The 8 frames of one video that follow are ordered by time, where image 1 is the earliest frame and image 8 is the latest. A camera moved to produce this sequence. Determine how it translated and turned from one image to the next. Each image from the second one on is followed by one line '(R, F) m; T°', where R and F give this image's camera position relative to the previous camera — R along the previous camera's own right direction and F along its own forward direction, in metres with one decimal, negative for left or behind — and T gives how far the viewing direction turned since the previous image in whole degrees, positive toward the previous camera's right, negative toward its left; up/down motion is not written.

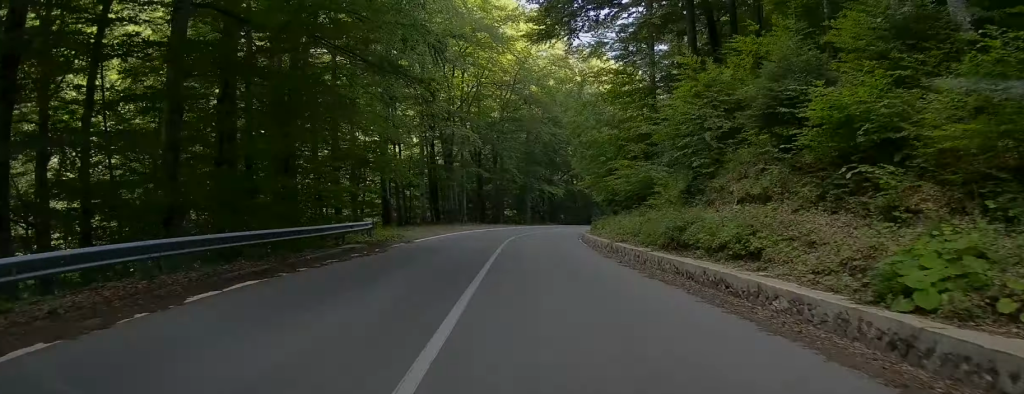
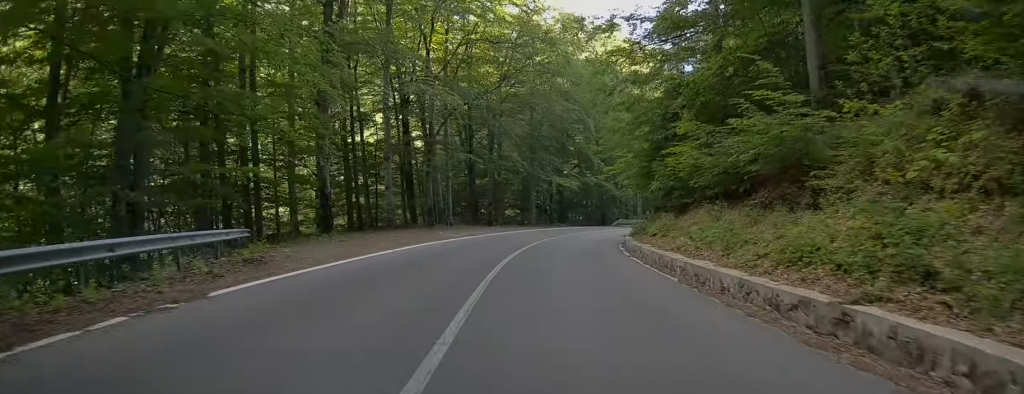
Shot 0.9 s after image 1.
(-0.5, +16.8) m; -3°
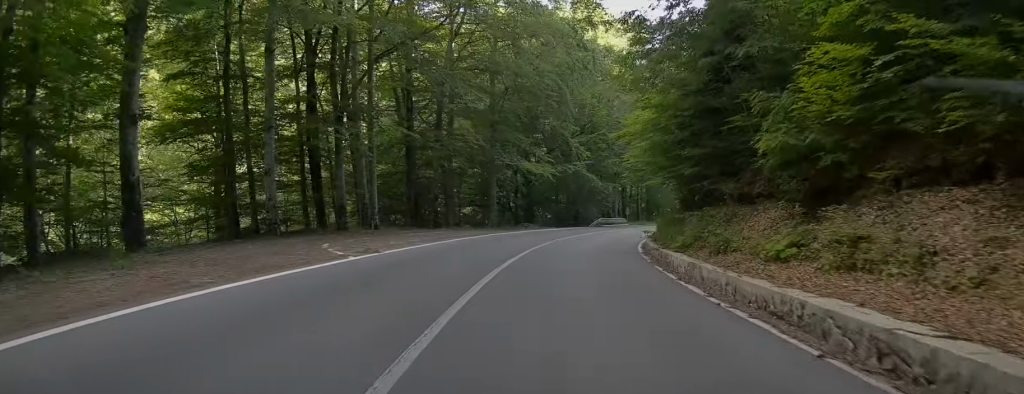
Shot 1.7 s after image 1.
(-0.4, +15.5) m; 0°
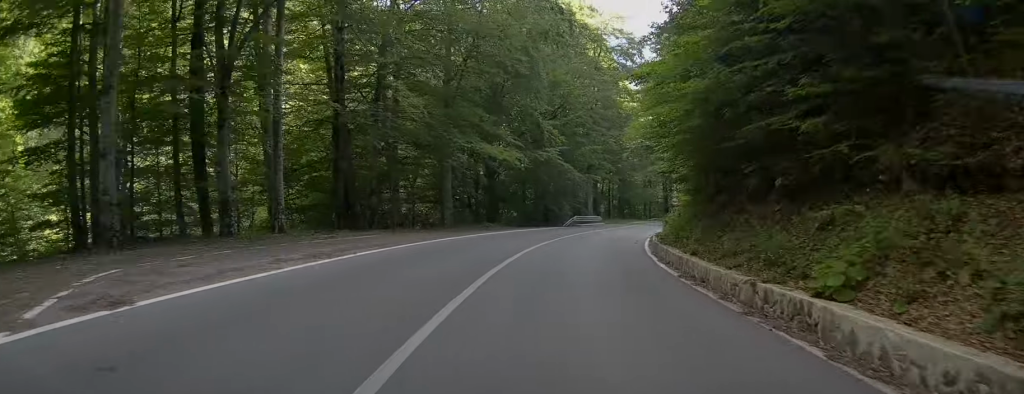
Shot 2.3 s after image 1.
(-0.2, +9.9) m; +1°
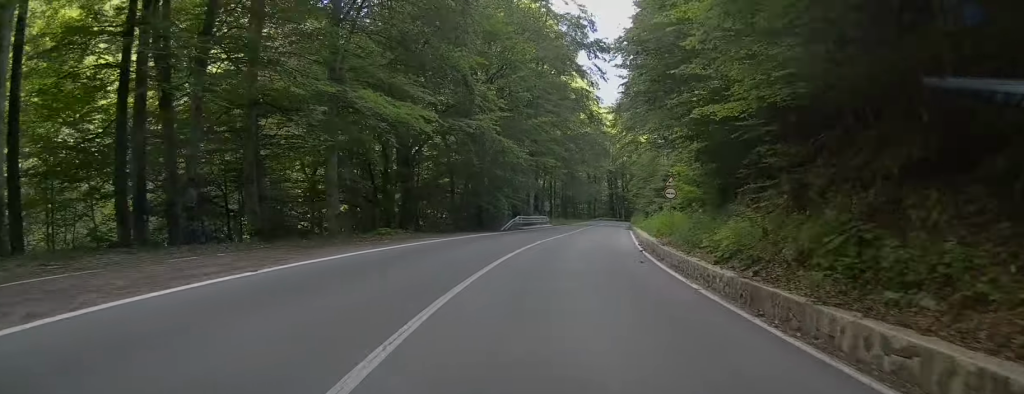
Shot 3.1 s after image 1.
(+0.5, +14.9) m; +2°
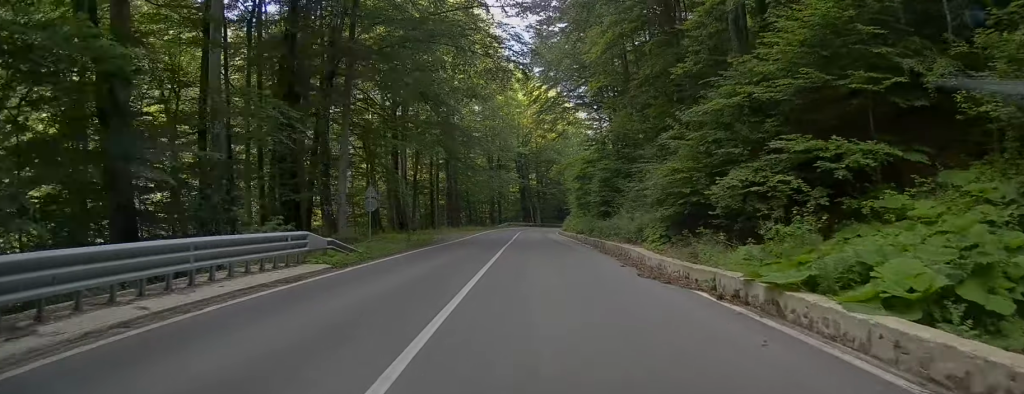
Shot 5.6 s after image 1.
(+3.6, +47.3) m; +8°
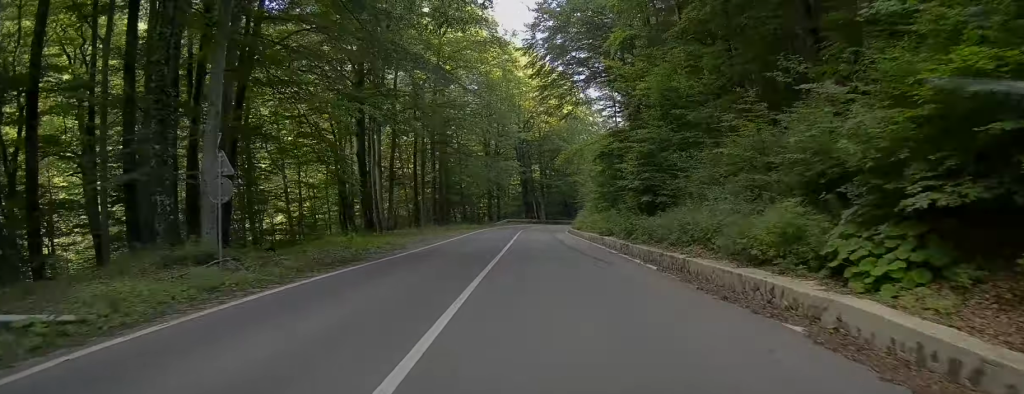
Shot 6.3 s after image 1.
(-0.1, +13.8) m; +2°
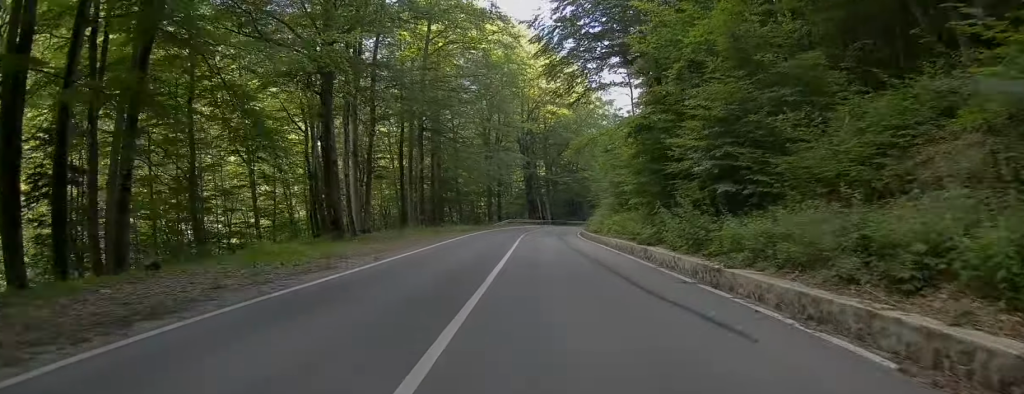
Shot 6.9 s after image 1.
(+0.6, +10.2) m; +1°
